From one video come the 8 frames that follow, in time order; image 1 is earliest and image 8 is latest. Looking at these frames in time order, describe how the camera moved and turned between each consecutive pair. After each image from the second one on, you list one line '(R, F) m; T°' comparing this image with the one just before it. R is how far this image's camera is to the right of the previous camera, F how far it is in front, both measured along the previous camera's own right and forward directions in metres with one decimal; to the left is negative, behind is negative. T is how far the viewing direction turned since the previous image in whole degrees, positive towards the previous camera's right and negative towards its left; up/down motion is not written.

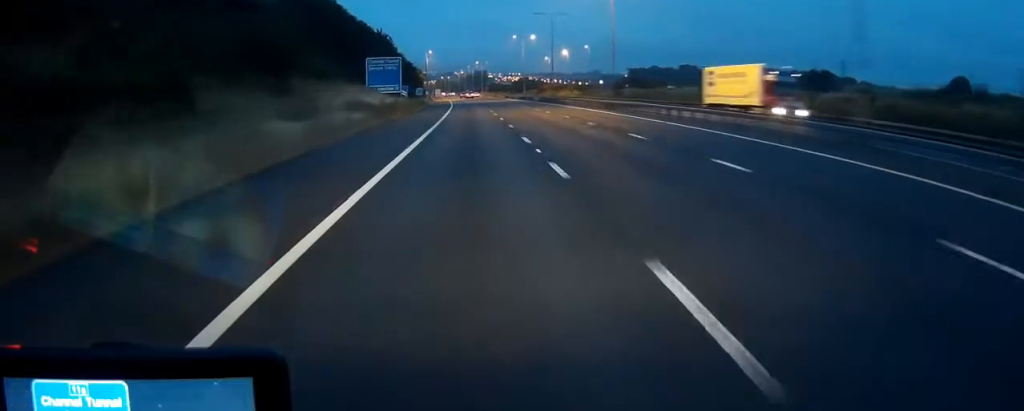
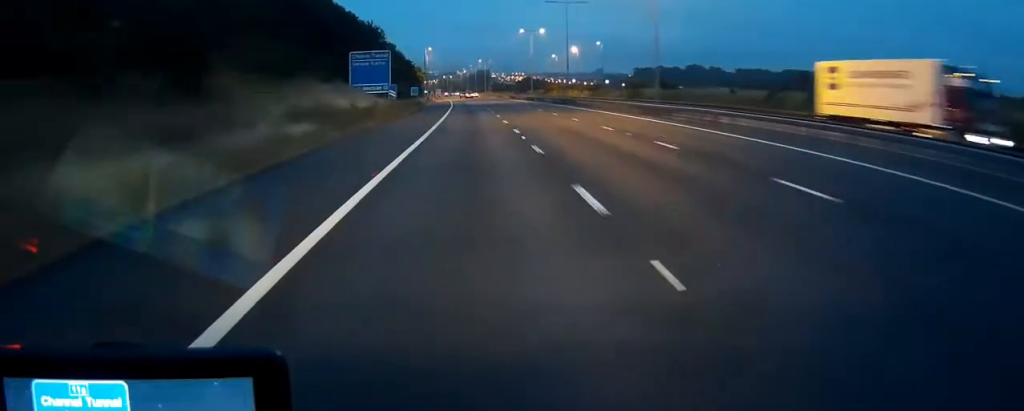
(0.0, +13.3) m; 0°
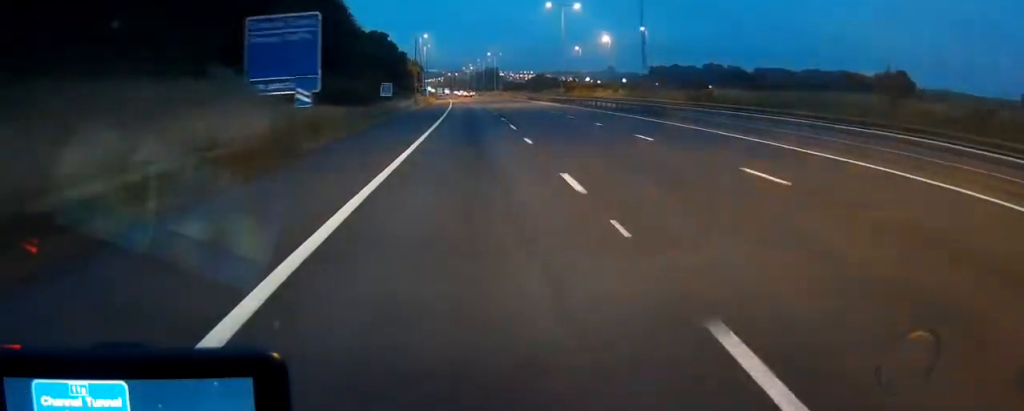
(-0.2, +35.5) m; -1°
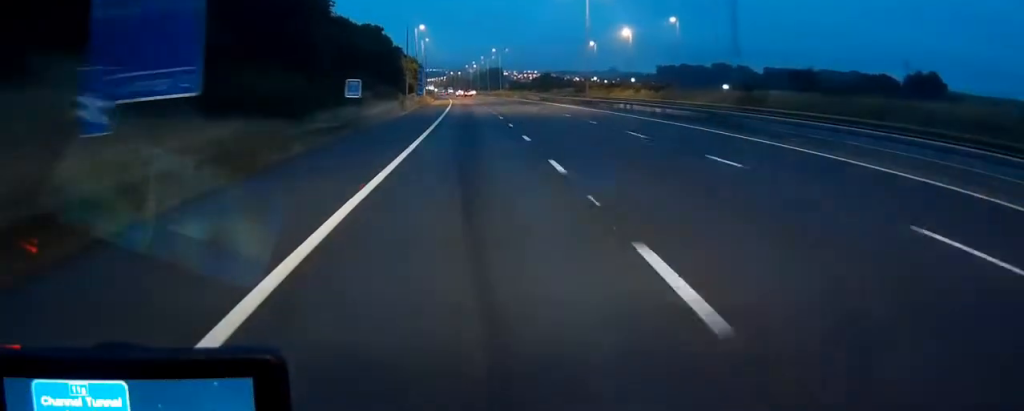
(-0.1, +17.1) m; 0°
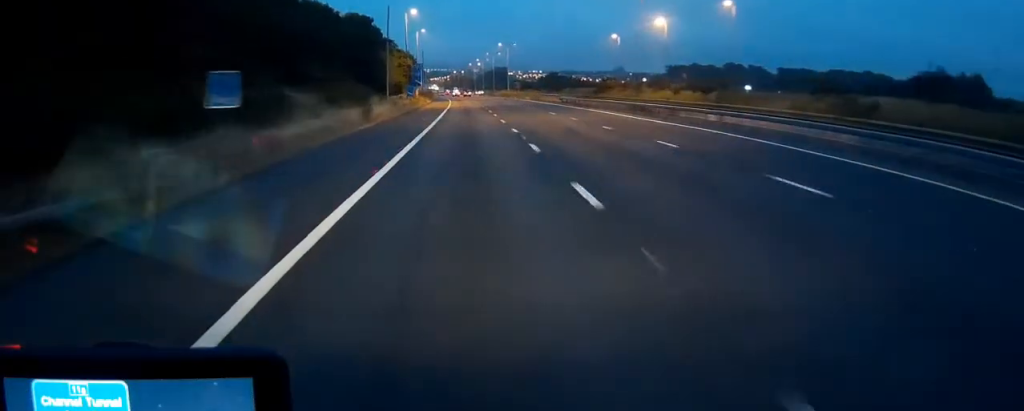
(-0.1, +22.2) m; 0°
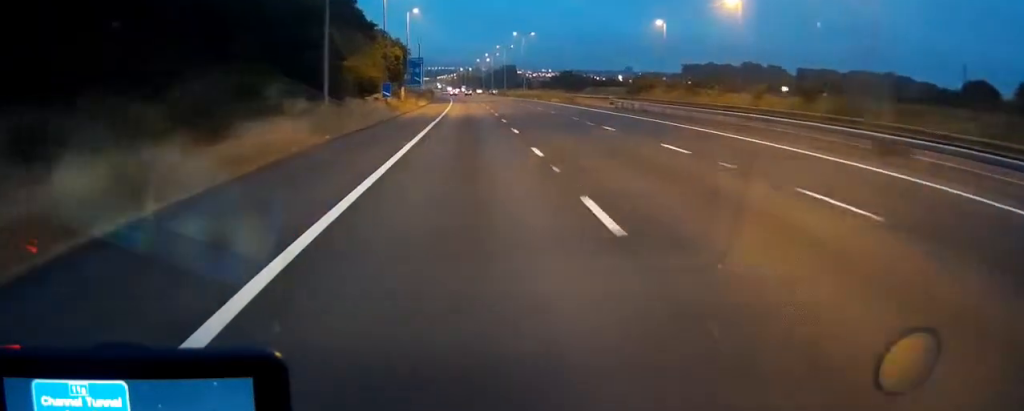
(-0.1, +29.3) m; 0°
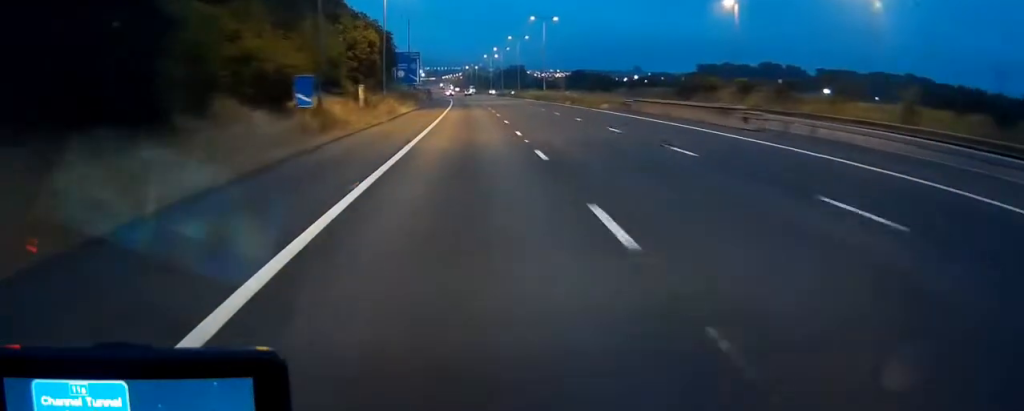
(-0.1, +29.3) m; -1°
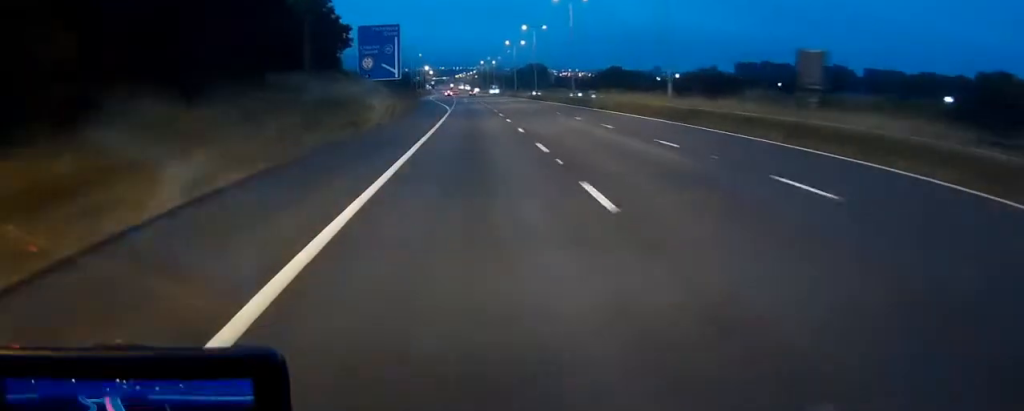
(-0.9, +62.9) m; -1°
